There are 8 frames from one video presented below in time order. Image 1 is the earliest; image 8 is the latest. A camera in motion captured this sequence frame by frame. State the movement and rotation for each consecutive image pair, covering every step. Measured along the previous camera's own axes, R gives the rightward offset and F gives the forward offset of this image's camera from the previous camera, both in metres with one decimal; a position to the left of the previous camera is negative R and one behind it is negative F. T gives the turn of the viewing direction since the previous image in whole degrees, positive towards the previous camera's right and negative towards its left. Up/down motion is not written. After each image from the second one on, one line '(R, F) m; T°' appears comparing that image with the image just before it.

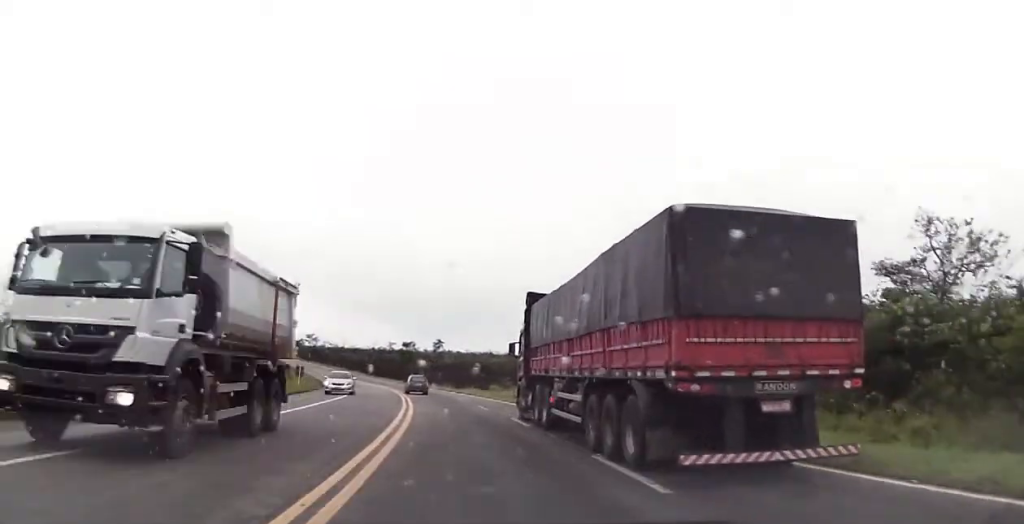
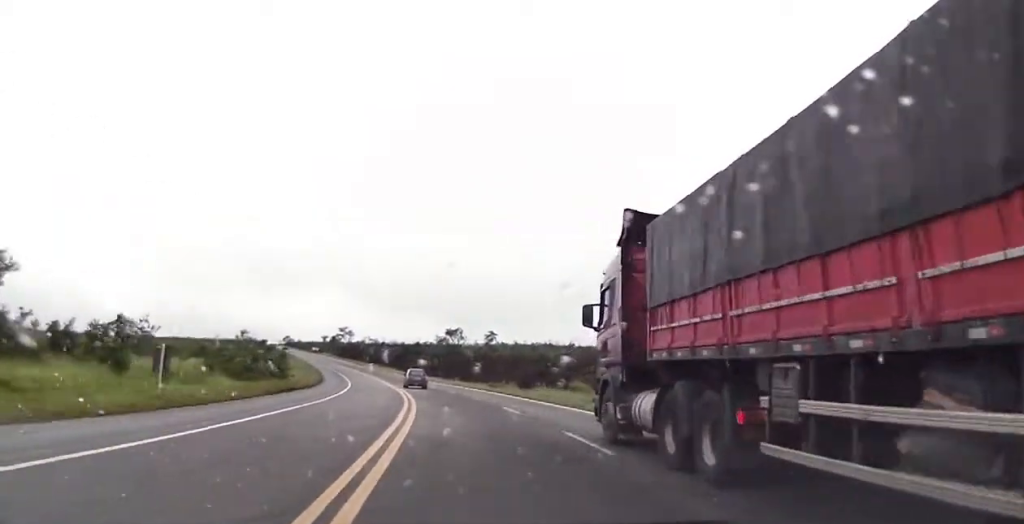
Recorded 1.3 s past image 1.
(-0.6, +30.2) m; -4°
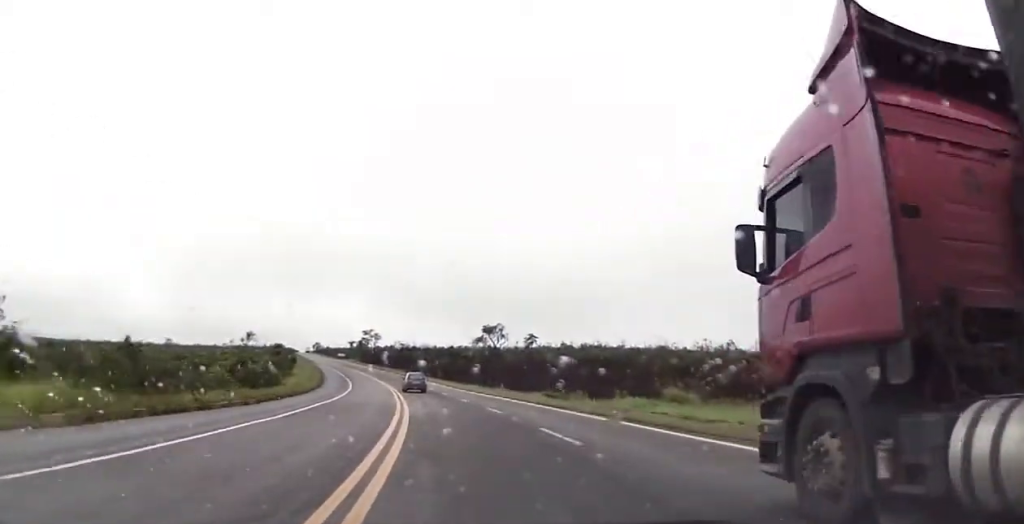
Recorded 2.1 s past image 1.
(-0.9, +20.6) m; -3°
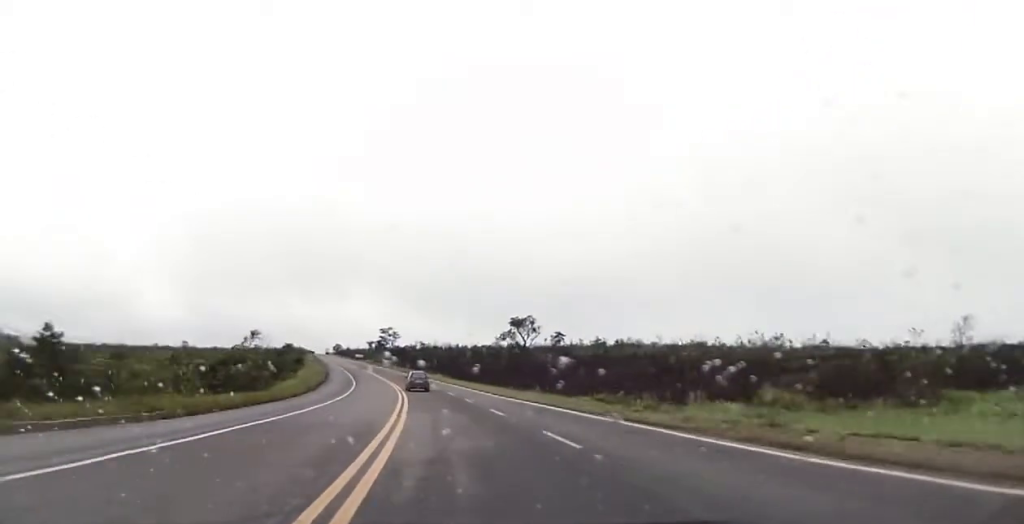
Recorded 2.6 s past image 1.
(-0.3, +11.7) m; -2°
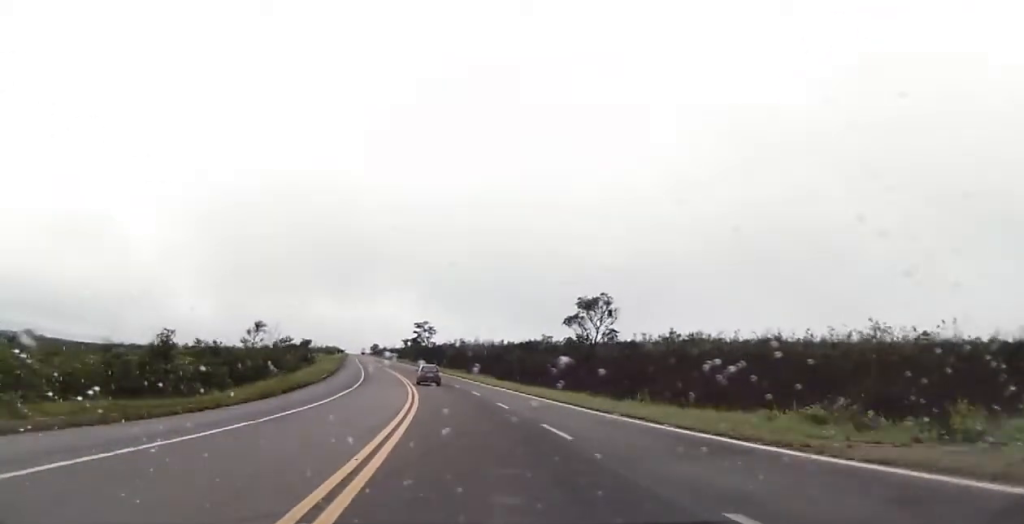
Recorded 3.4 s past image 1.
(0.0, +21.6) m; -1°
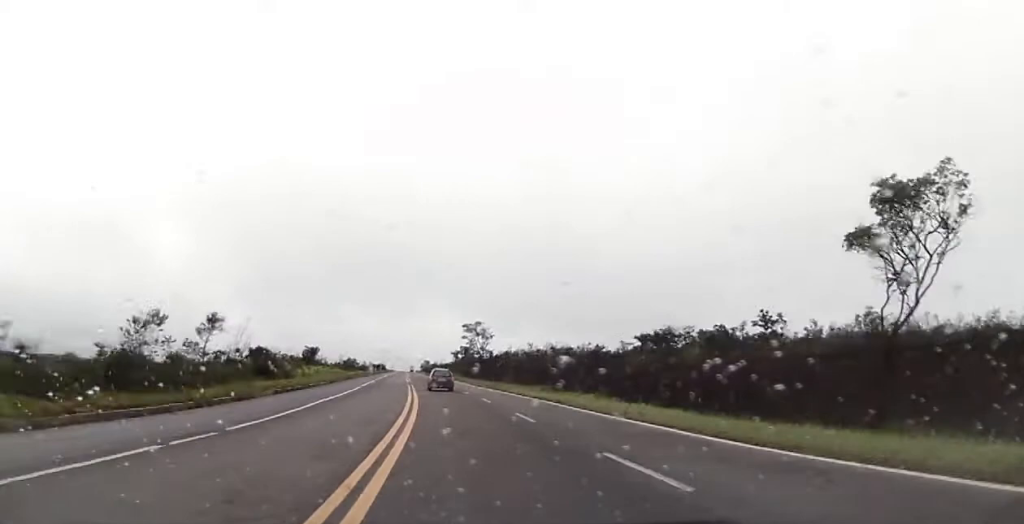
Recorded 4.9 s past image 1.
(-2.3, +40.8) m; -6°
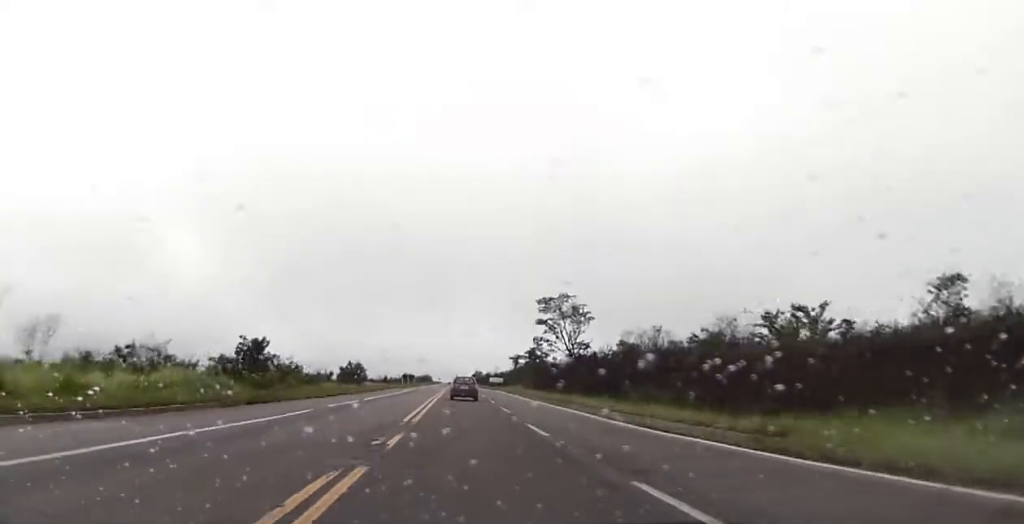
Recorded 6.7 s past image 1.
(-2.5, +49.2) m; -5°
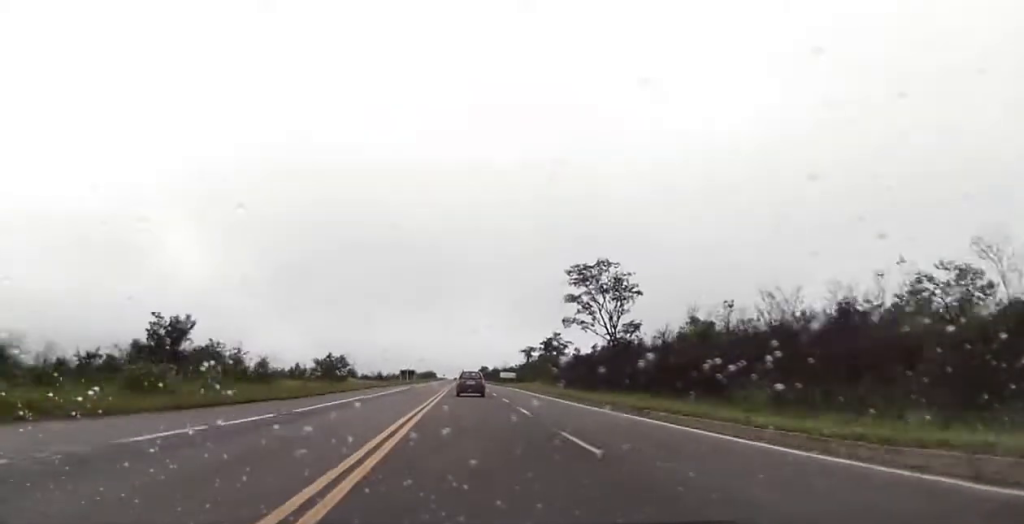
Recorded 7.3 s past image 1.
(-0.2, +16.7) m; -1°
